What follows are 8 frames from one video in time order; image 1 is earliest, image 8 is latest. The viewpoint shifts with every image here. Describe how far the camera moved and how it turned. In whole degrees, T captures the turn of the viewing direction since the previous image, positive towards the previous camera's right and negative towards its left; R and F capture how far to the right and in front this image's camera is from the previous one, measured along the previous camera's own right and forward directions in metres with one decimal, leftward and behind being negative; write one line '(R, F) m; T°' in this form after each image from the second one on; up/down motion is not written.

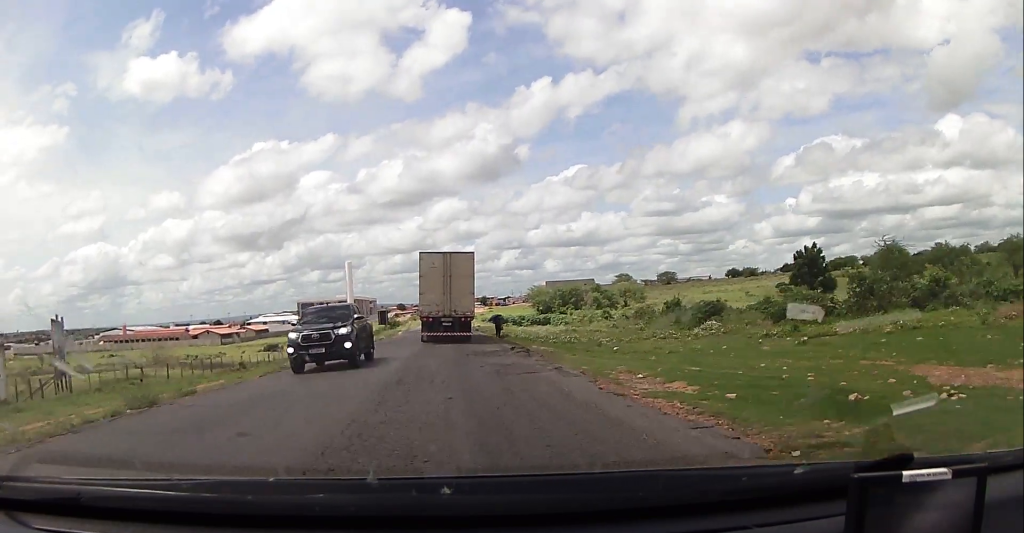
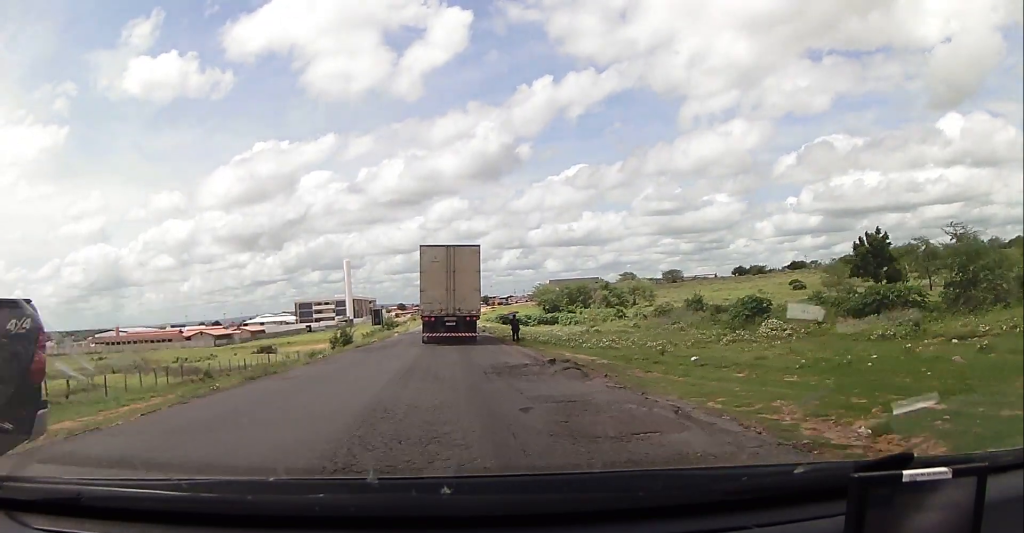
(0.0, +8.5) m; 0°
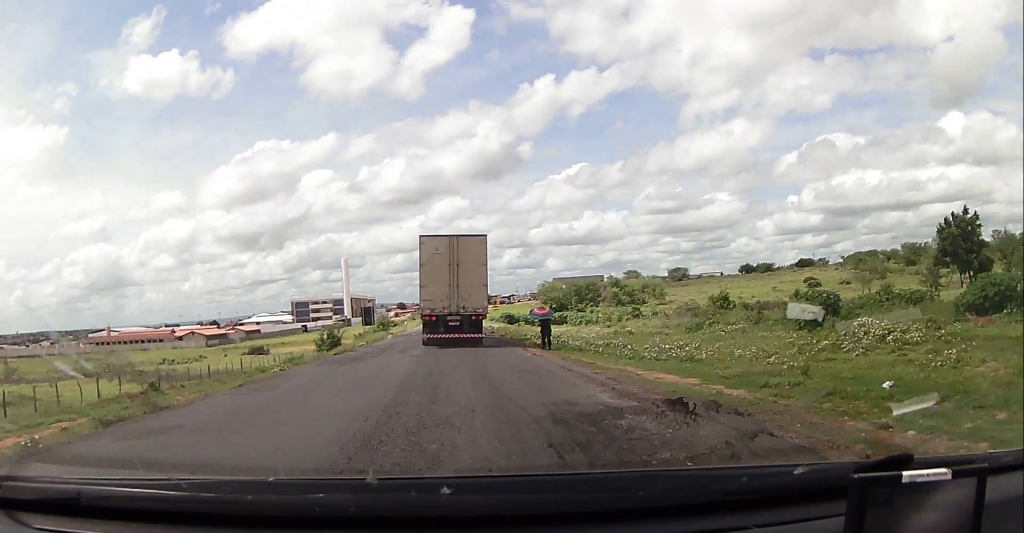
(-0.1, +9.1) m; +2°
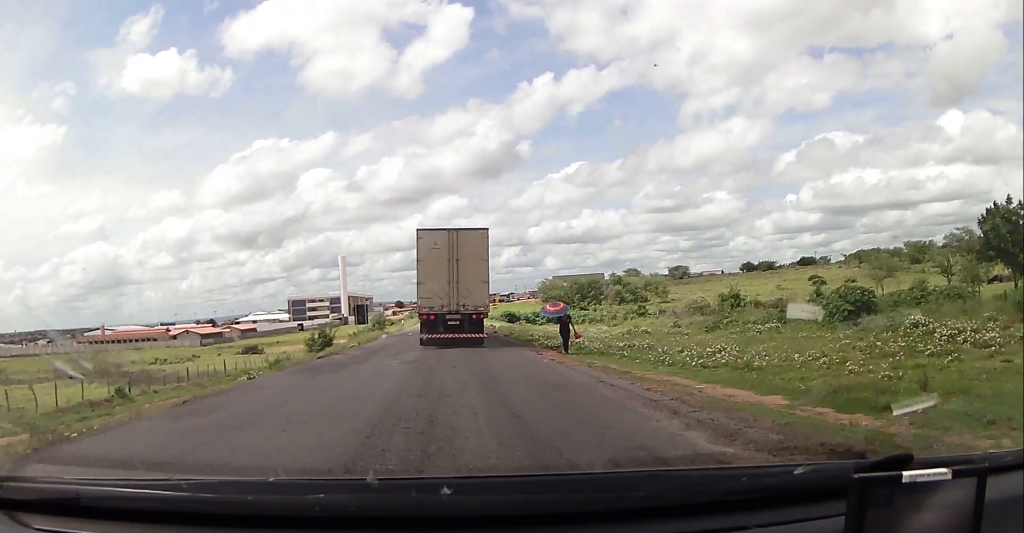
(+0.2, +3.9) m; 0°
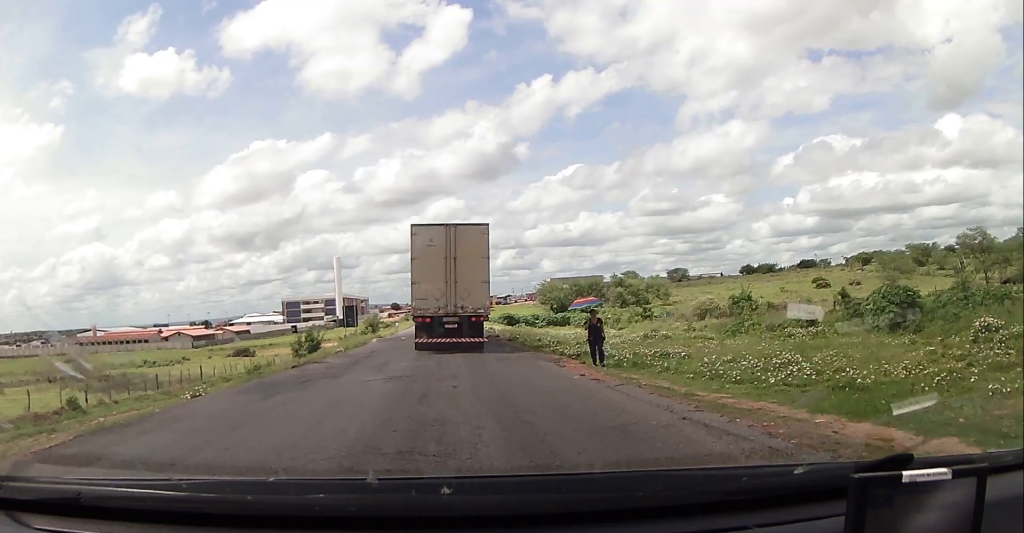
(+0.3, +4.6) m; 0°
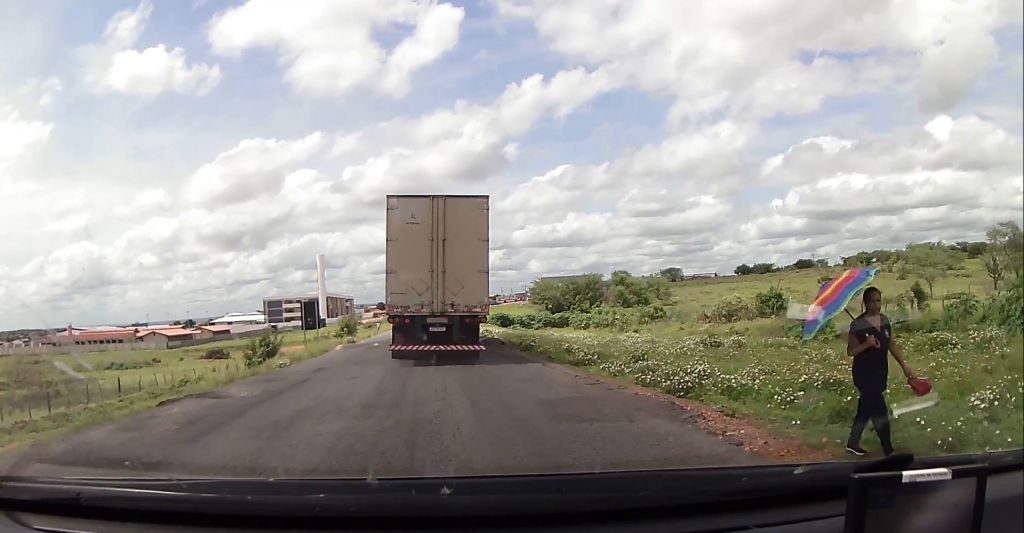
(-0.3, +11.2) m; -1°
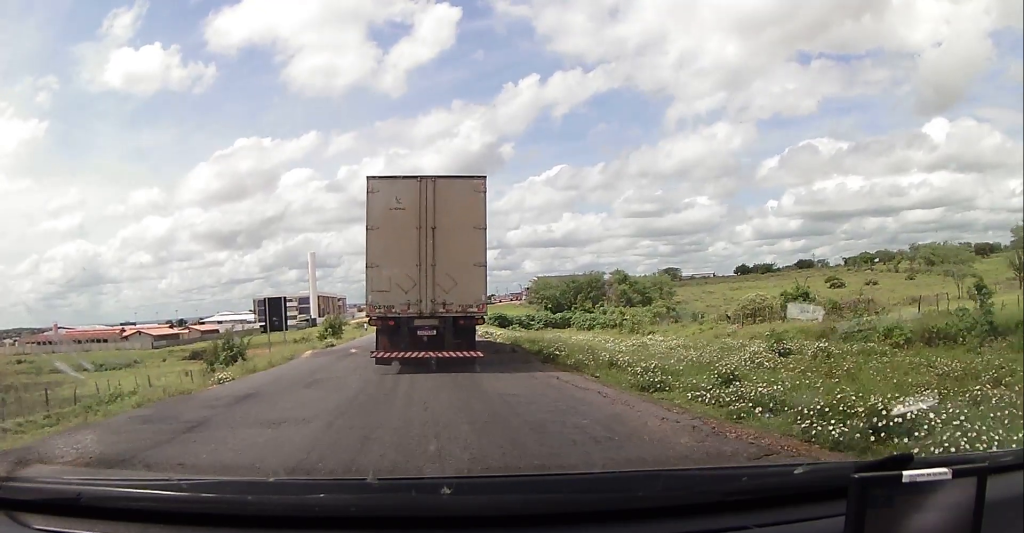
(-0.3, +7.4) m; -1°
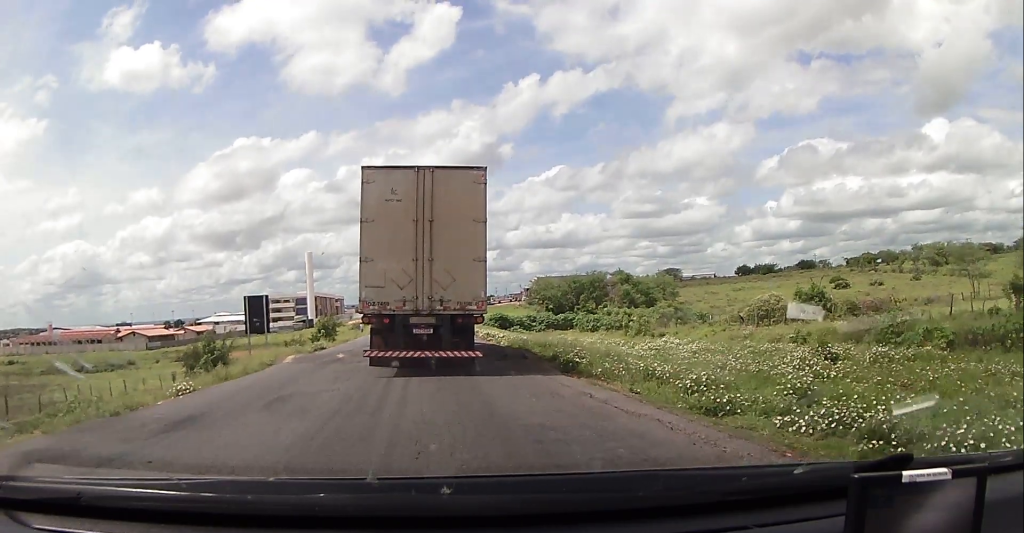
(+0.3, +3.2) m; +4°
